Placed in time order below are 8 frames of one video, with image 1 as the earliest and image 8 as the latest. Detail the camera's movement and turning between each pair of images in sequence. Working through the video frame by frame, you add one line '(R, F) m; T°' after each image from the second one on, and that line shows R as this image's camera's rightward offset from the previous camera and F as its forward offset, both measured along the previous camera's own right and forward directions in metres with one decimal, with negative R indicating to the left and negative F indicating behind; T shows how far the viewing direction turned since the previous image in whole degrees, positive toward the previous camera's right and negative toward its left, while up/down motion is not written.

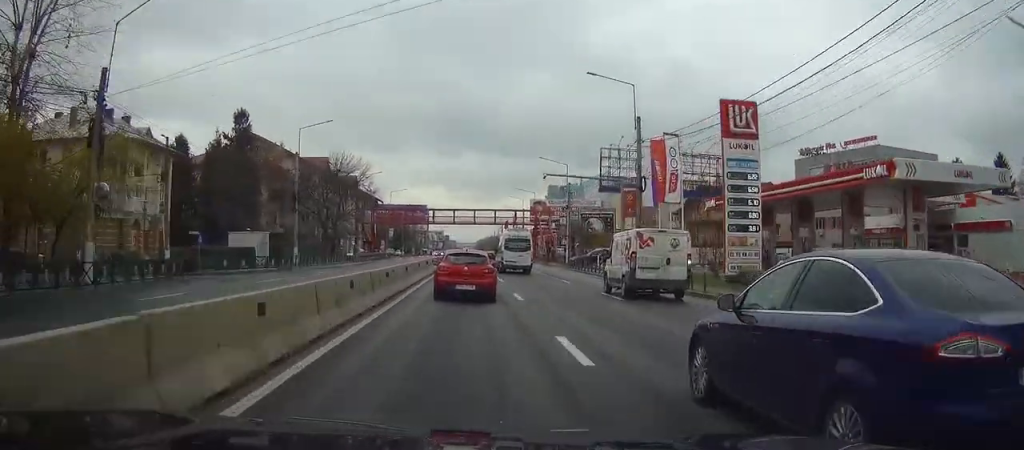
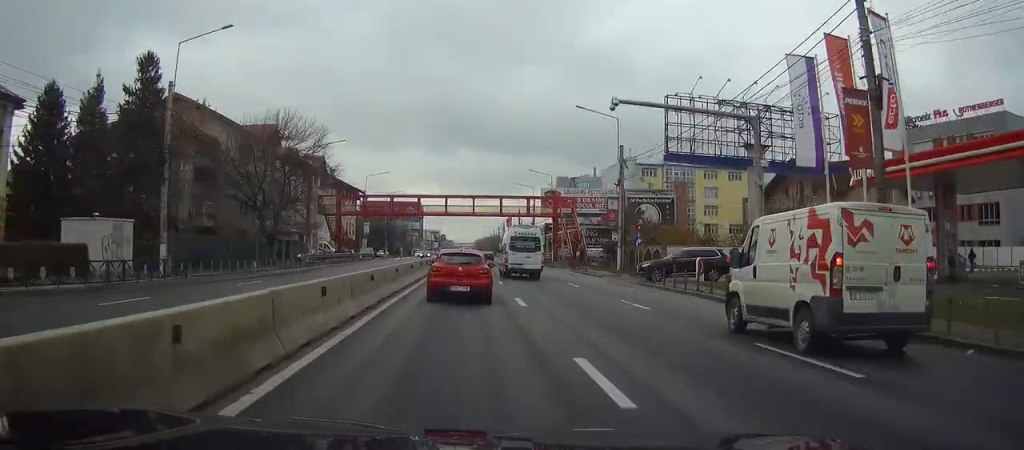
(+0.1, +26.8) m; 0°
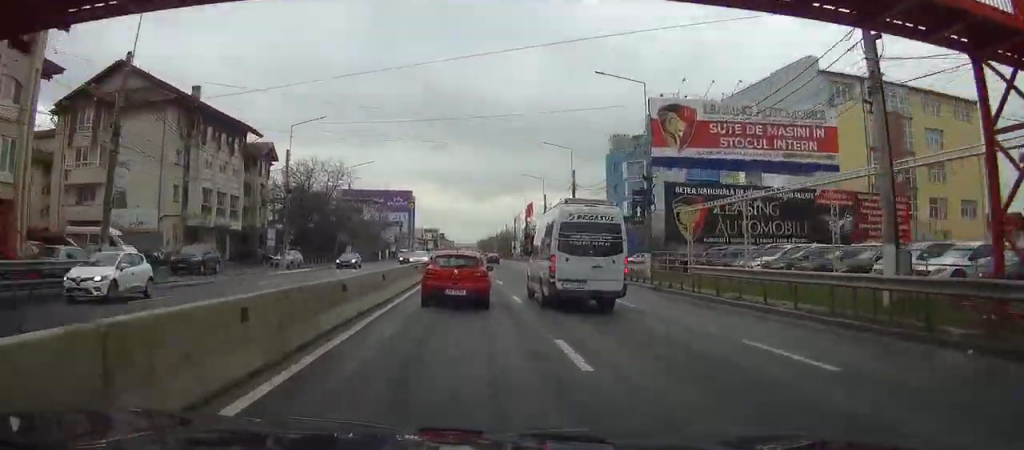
(-0.3, +70.9) m; 0°
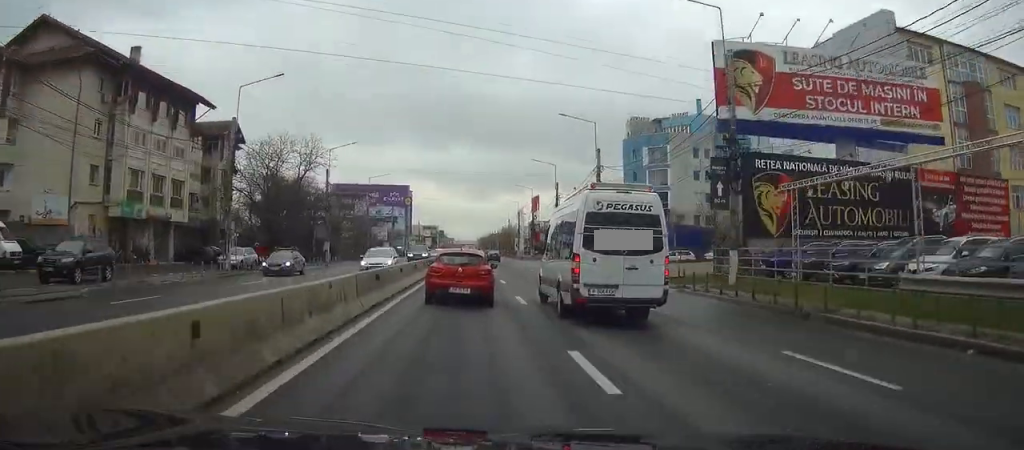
(+0.1, +13.6) m; 0°
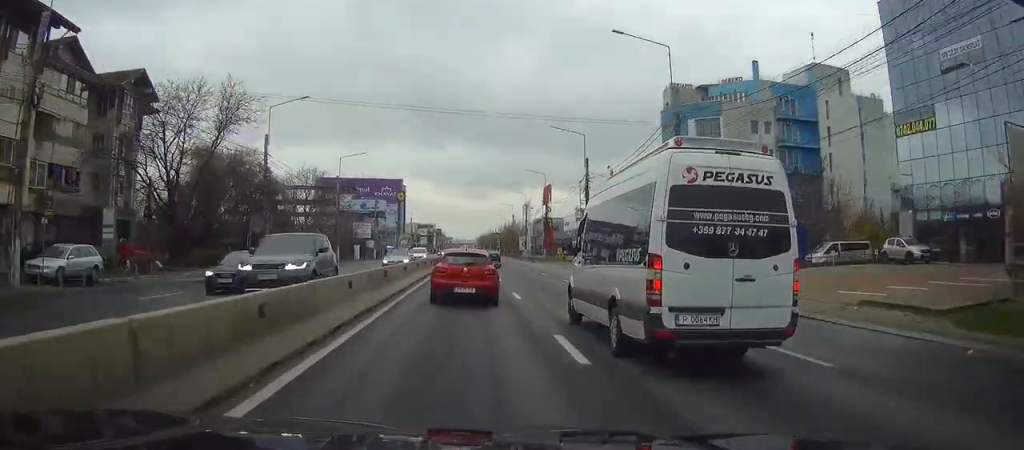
(+0.1, +22.3) m; 0°
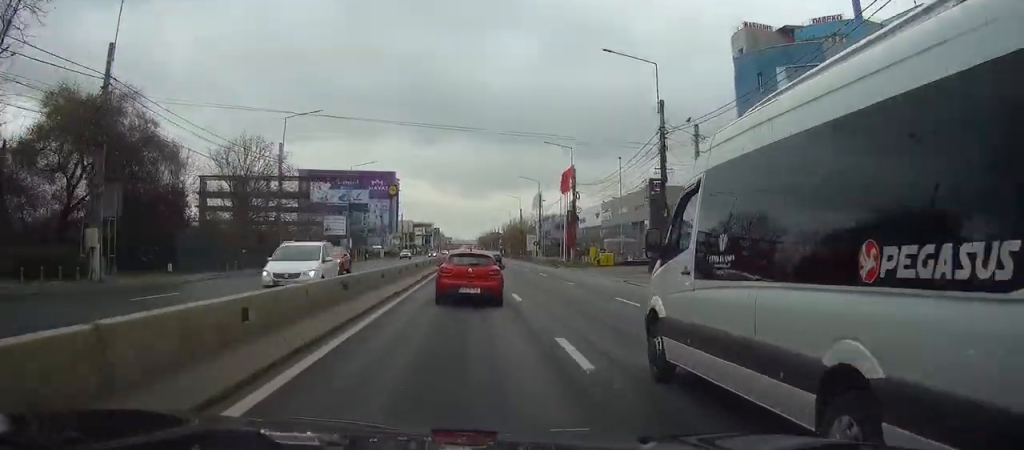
(-0.1, +24.6) m; 0°
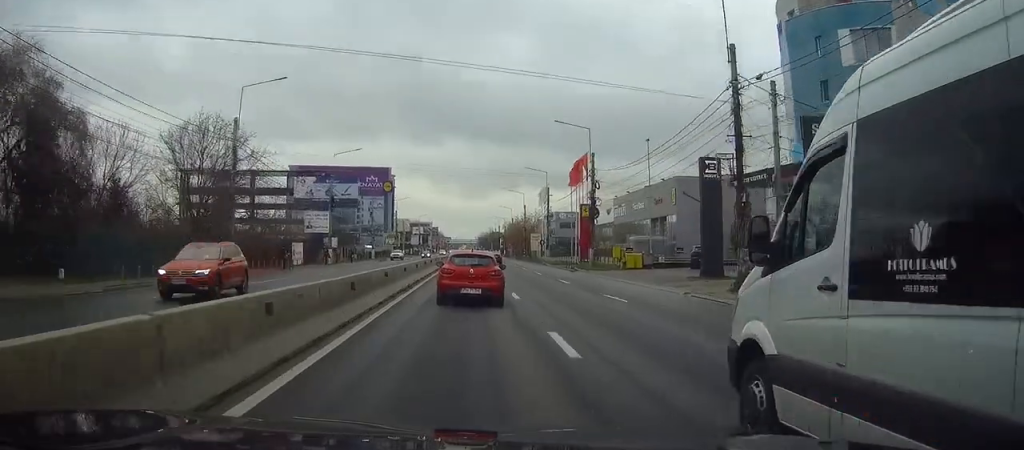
(-0.1, +11.1) m; 0°
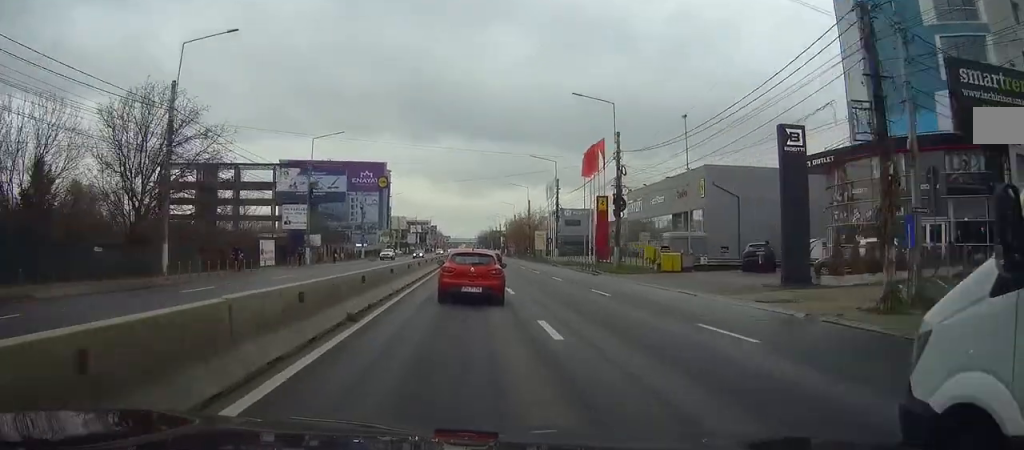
(+0.1, +10.3) m; 0°
